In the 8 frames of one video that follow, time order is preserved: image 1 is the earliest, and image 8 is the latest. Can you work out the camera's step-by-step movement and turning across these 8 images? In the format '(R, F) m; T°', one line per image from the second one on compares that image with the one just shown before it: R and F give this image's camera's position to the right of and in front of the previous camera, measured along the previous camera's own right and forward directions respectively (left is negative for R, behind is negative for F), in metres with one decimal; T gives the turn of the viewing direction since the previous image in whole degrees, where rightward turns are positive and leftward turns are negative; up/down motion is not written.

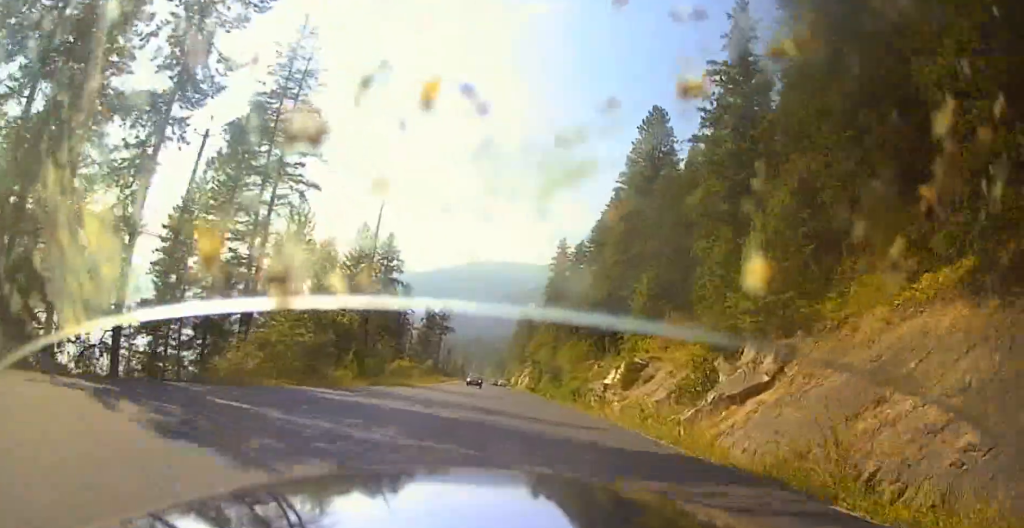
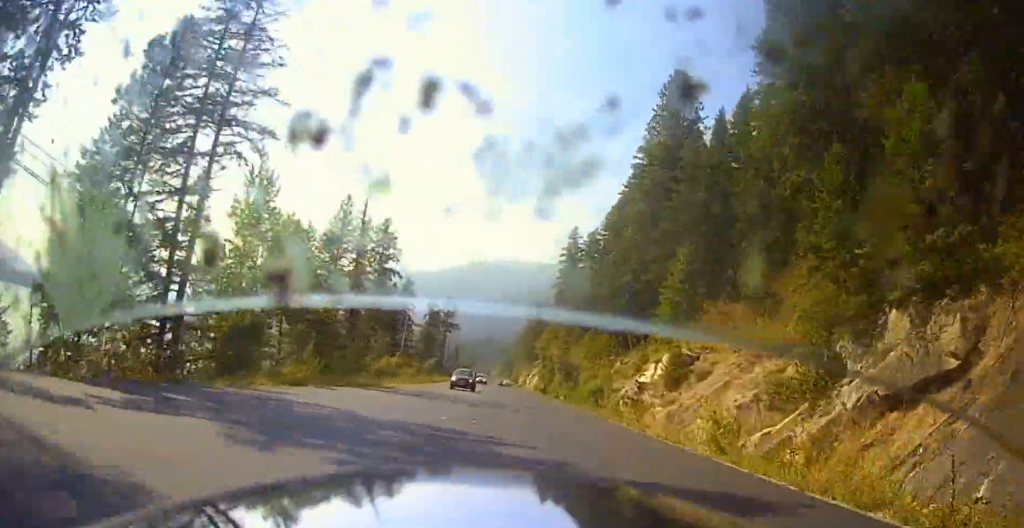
(-0.2, +13.2) m; 0°
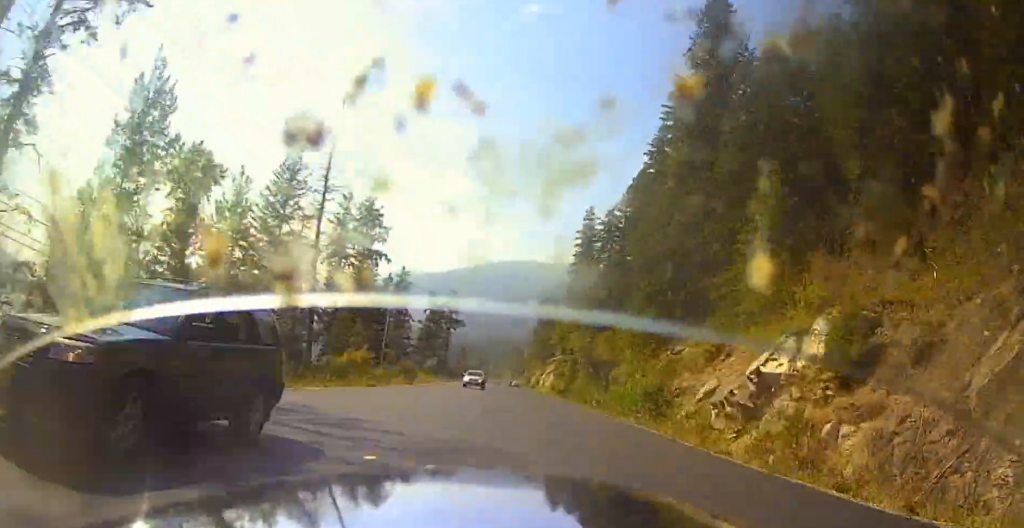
(0.0, +20.5) m; +1°
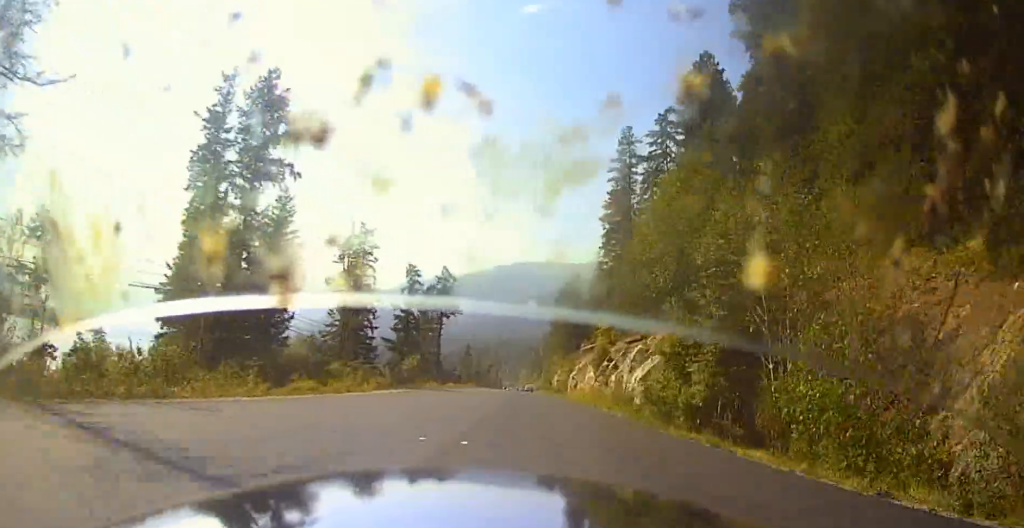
(-0.1, +49.7) m; -1°
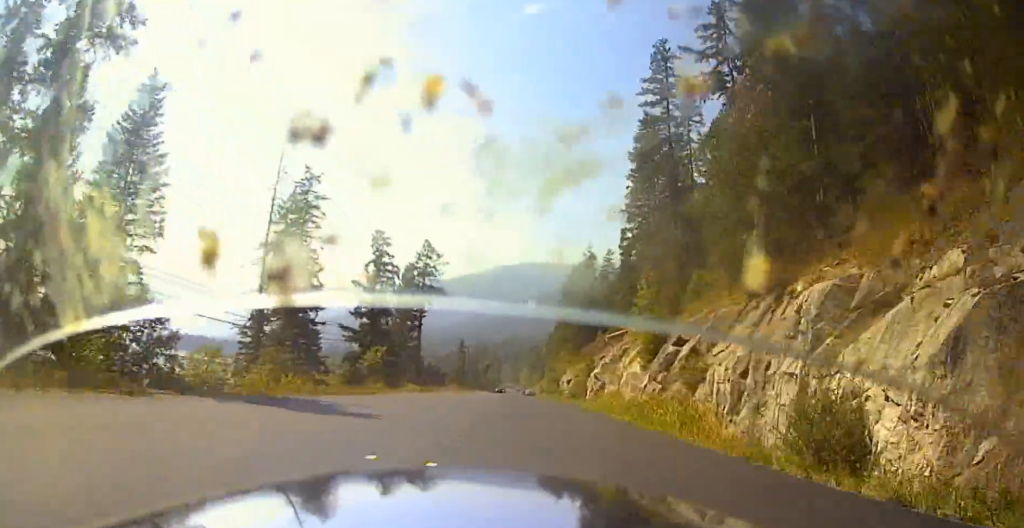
(+0.5, +30.2) m; +2°
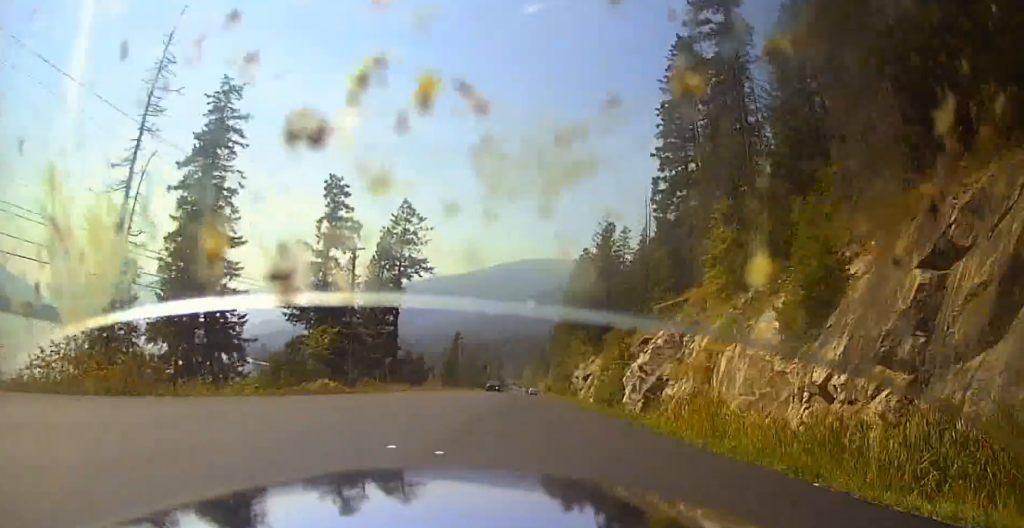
(+0.6, +24.7) m; +1°
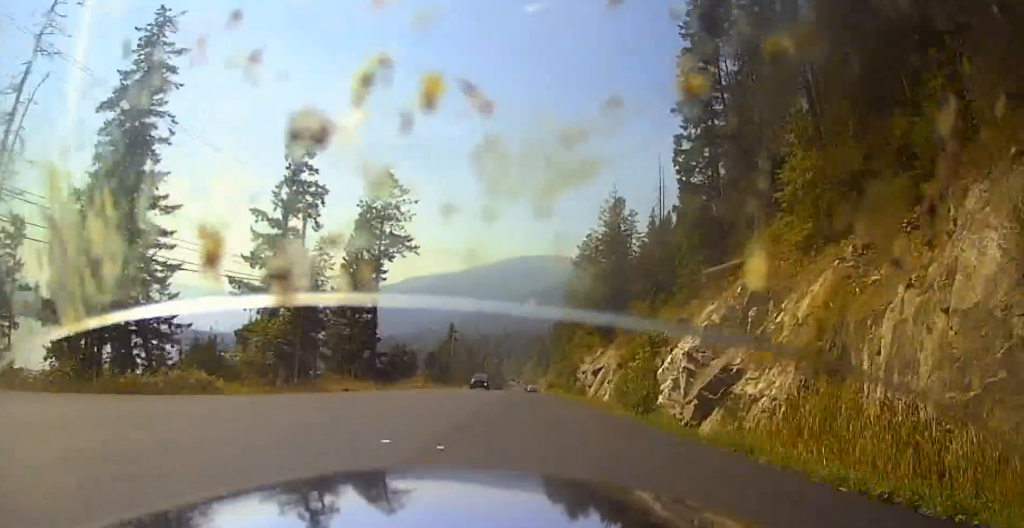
(+0.2, +12.6) m; -1°
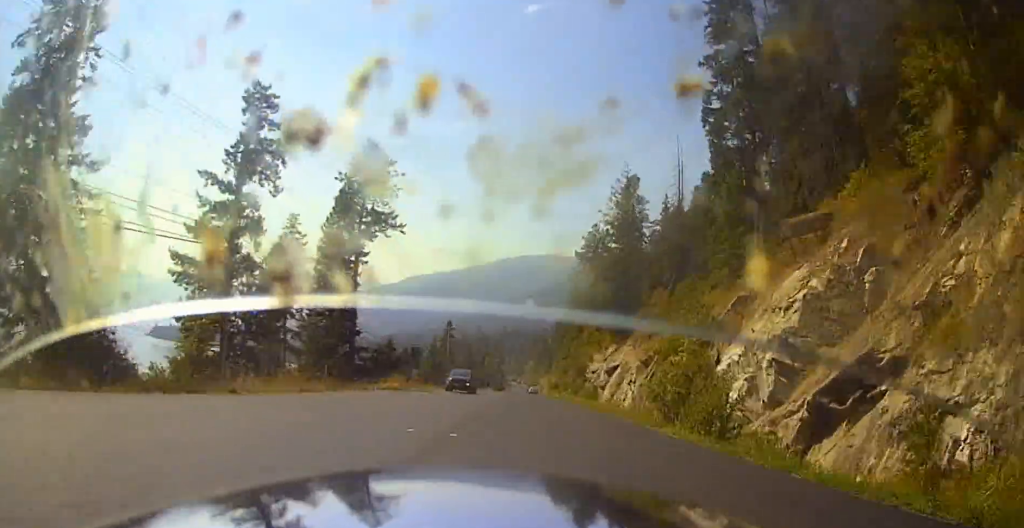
(-0.3, +11.1) m; -1°
